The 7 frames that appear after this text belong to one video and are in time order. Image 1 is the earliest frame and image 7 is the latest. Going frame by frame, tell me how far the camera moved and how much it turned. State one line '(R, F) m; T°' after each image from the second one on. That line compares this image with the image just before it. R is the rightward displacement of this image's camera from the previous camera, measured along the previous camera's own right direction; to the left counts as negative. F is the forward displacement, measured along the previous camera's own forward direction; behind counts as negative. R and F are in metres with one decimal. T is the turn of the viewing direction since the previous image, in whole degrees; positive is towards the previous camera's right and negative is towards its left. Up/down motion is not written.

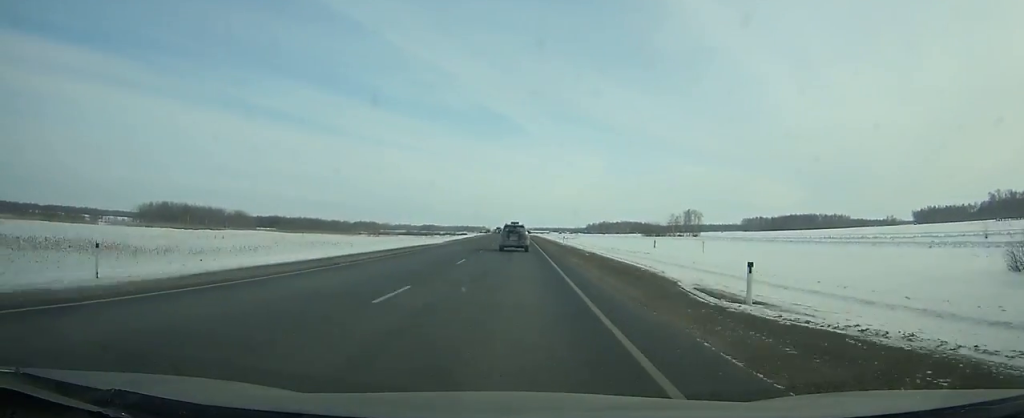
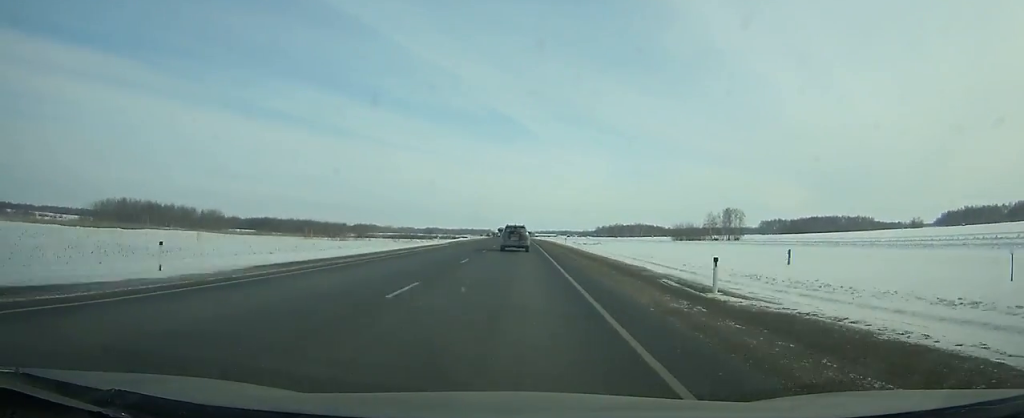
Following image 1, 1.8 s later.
(-0.3, +47.1) m; -1°
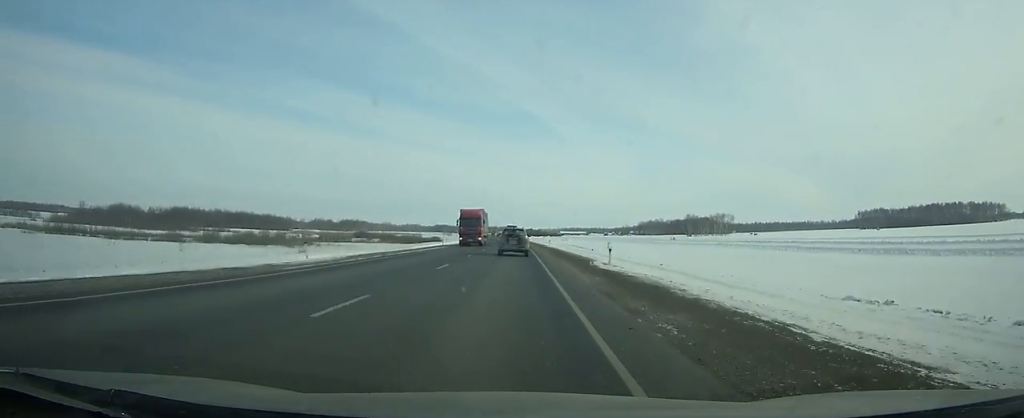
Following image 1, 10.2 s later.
(-4.4, +216.6) m; -2°
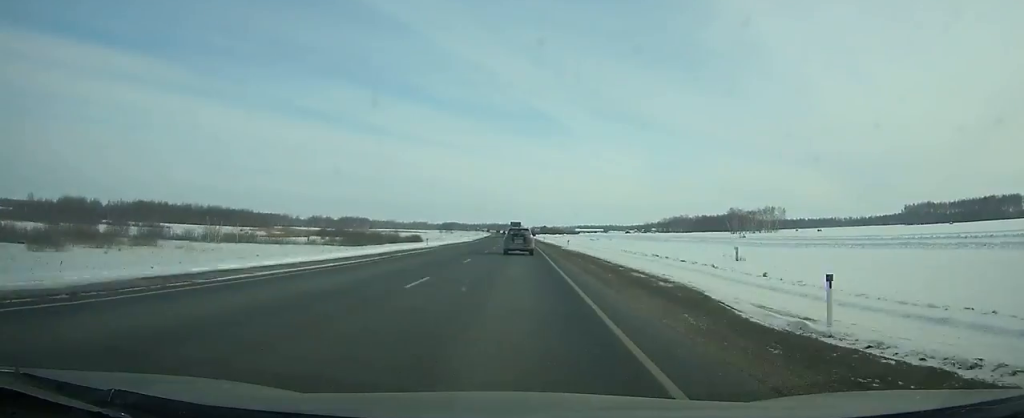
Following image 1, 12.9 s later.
(-0.5, +67.8) m; -1°
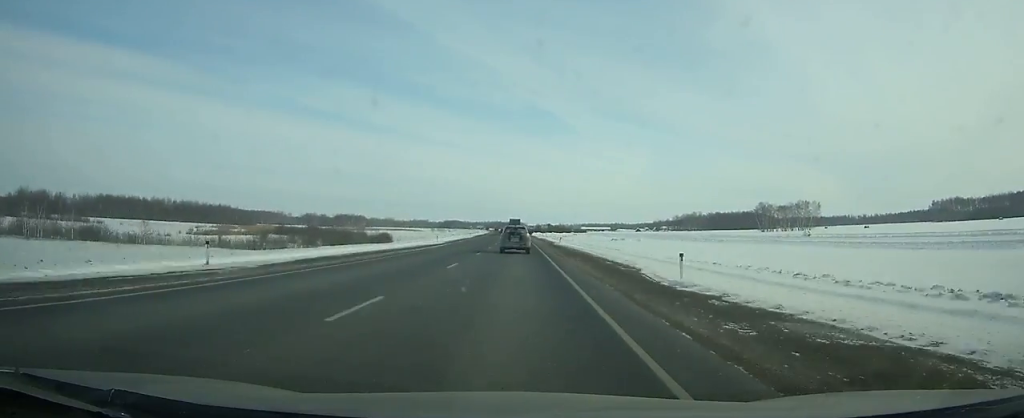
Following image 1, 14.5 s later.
(-0.3, +39.8) m; -1°
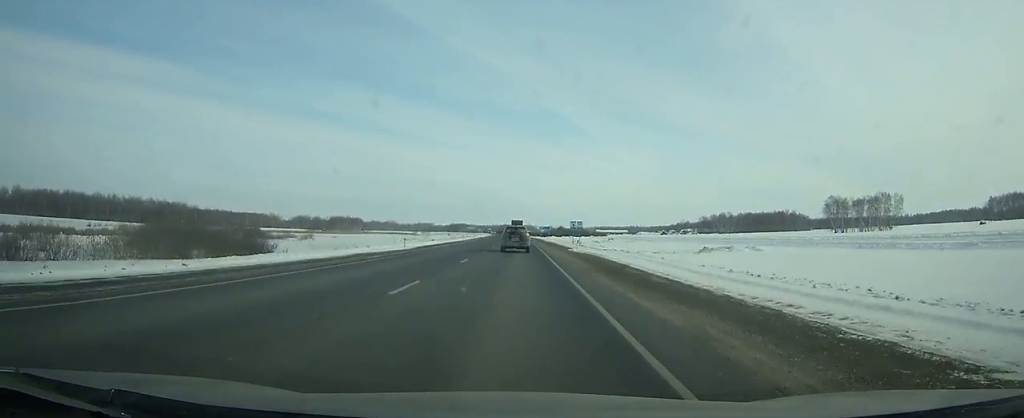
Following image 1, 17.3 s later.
(-0.6, +69.4) m; -1°
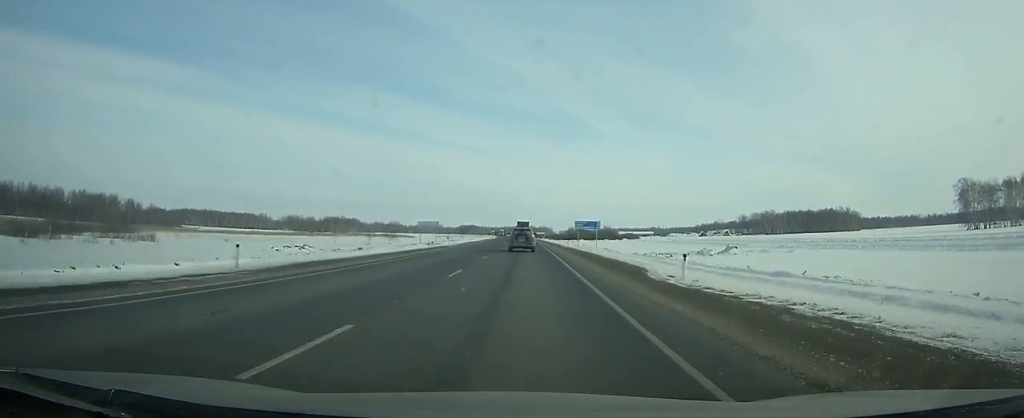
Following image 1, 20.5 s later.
(-0.8, +79.5) m; -1°
